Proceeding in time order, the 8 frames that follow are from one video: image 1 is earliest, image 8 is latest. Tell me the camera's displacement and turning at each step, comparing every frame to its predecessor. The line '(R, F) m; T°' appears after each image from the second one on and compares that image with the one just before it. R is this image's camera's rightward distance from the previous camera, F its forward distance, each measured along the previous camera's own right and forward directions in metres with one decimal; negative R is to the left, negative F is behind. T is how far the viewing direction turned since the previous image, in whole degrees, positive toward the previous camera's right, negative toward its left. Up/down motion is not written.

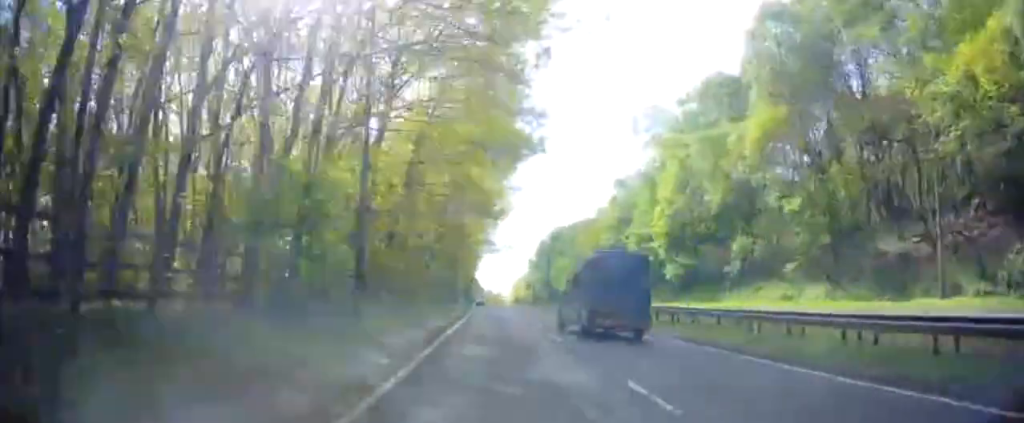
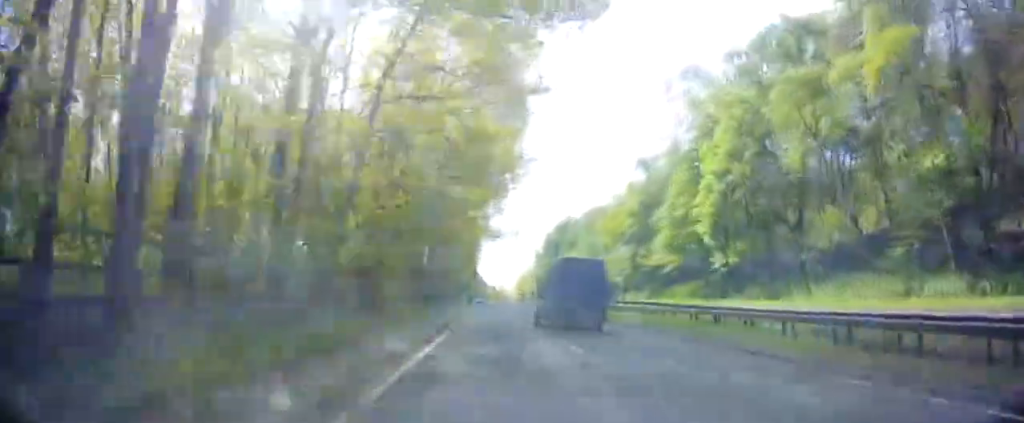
(0.0, +11.5) m; 0°
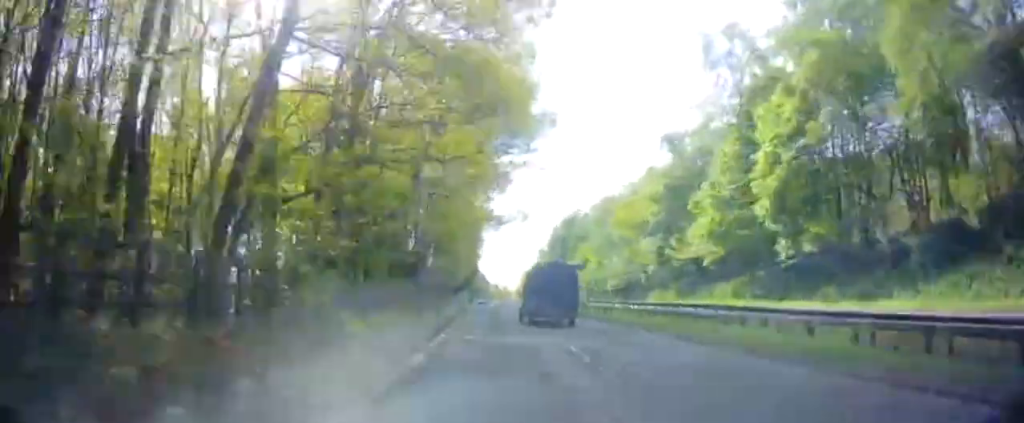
(0.0, +10.3) m; 0°
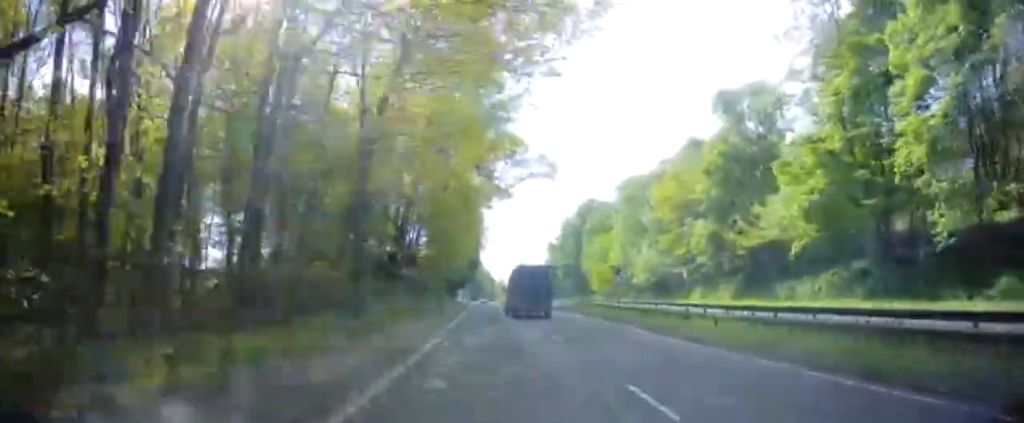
(0.0, +14.0) m; 0°
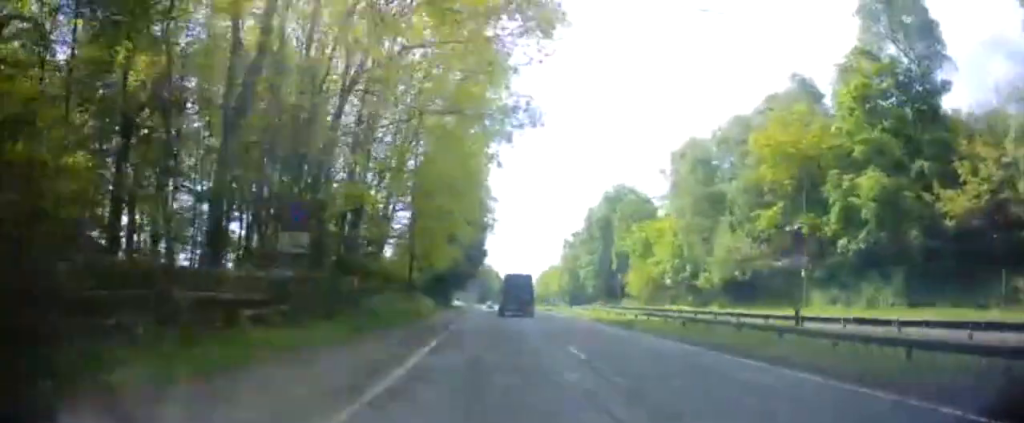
(-0.2, +21.0) m; 0°
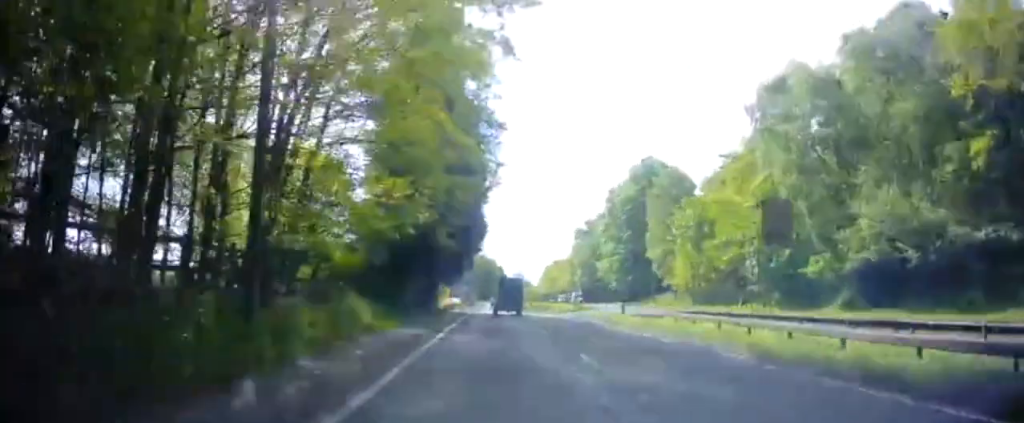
(+0.3, +19.4) m; 0°
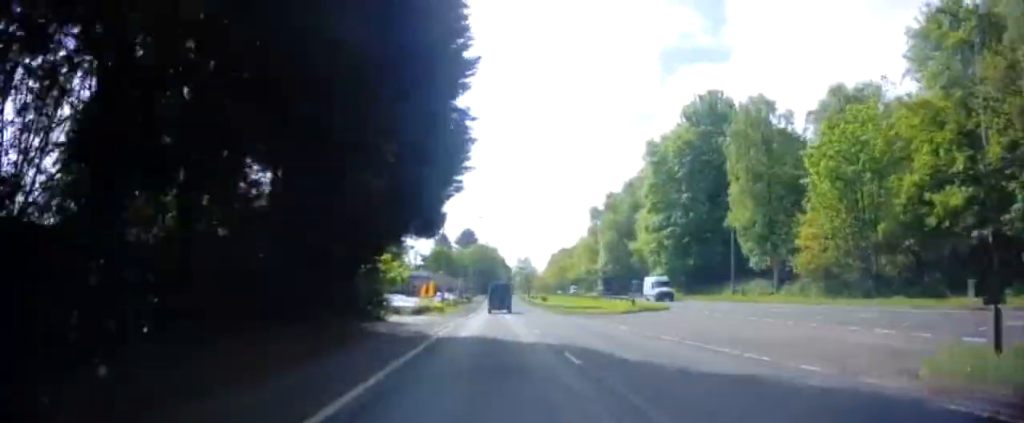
(-0.4, +26.4) m; -1°
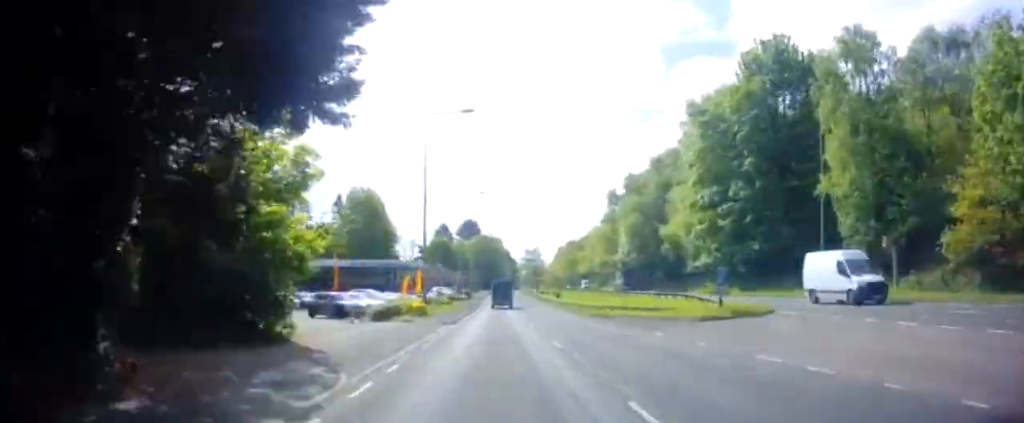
(0.0, +14.3) m; +1°
